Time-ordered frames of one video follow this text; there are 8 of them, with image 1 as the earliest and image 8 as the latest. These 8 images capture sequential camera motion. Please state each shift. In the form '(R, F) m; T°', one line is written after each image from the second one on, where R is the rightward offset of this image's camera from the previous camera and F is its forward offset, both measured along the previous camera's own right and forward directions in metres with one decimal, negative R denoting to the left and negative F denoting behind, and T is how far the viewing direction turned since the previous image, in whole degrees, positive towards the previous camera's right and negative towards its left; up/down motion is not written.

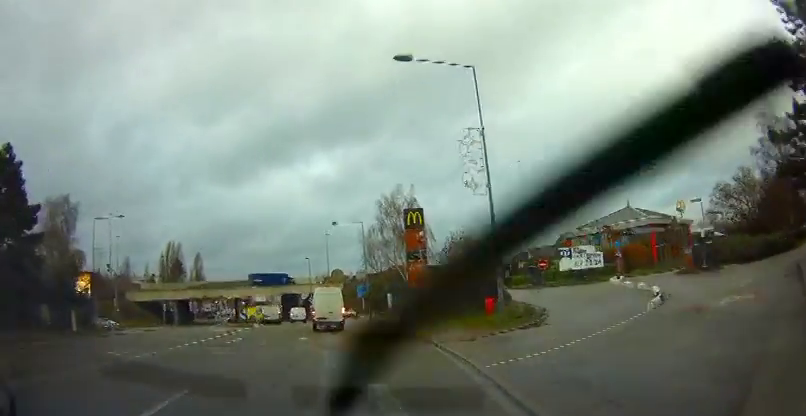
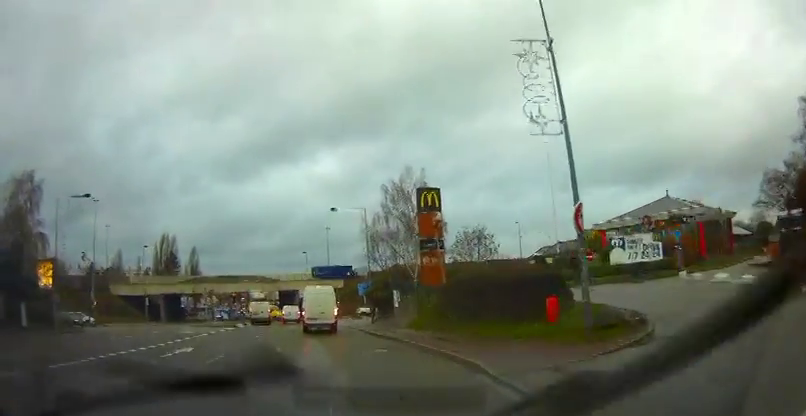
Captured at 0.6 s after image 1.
(-0.2, +6.7) m; 0°
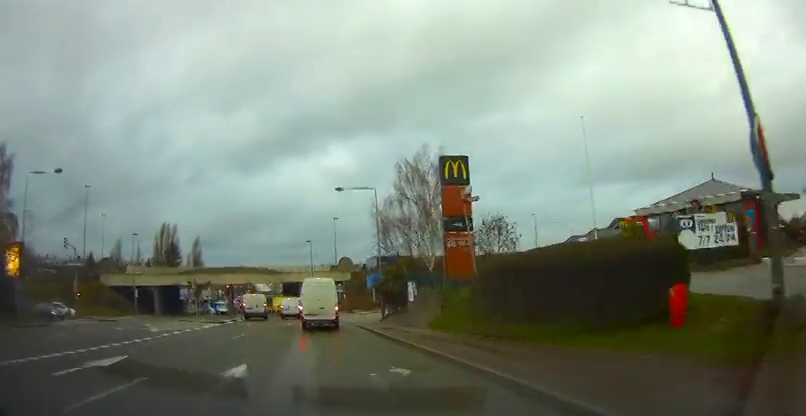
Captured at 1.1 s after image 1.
(+0.1, +5.6) m; 0°
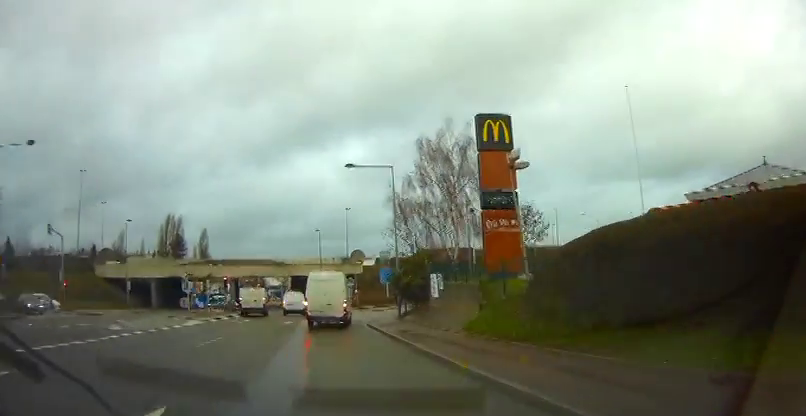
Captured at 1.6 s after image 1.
(+0.2, +5.2) m; 0°
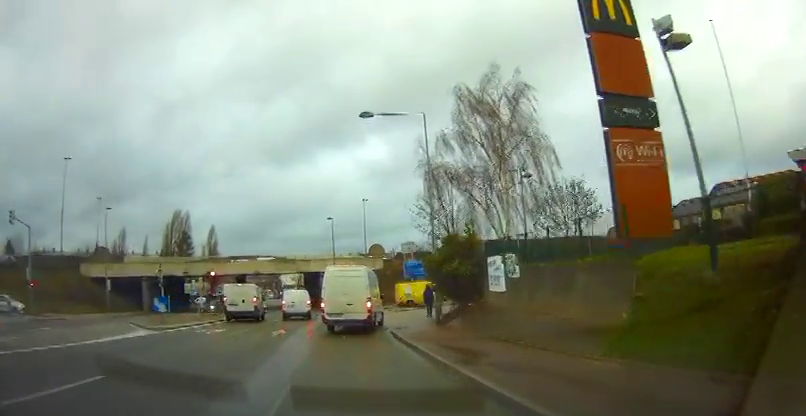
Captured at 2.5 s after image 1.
(-0.3, +10.0) m; -3°
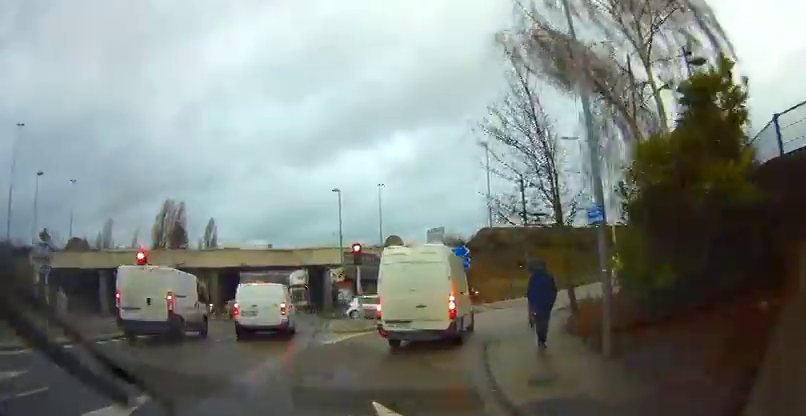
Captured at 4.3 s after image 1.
(-0.6, +17.3) m; -2°
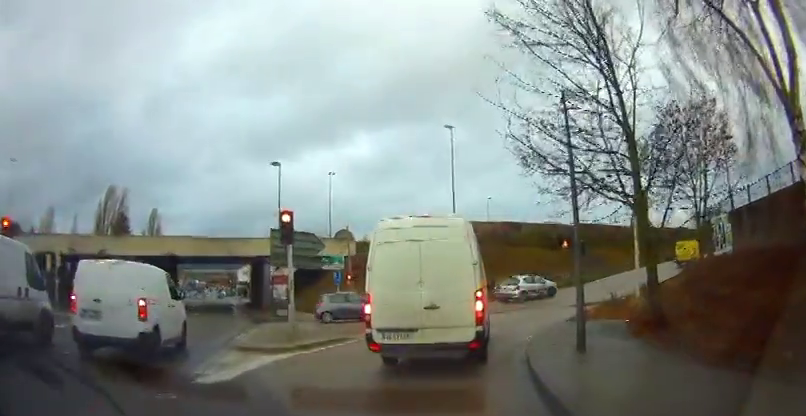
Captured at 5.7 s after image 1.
(+0.2, +10.5) m; +2°
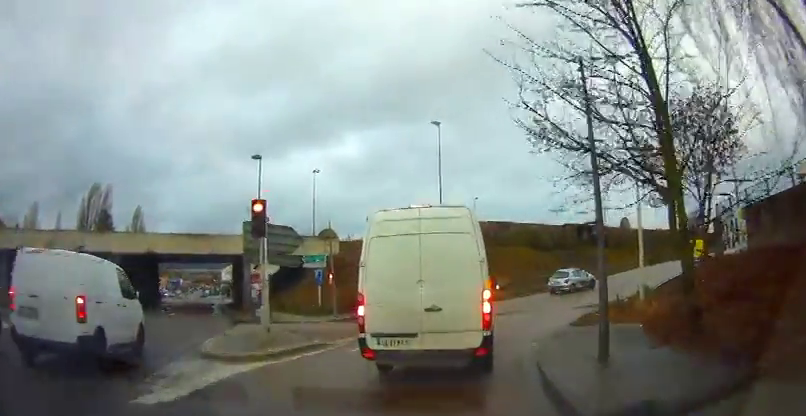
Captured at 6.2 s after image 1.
(0.0, +2.5) m; +2°
